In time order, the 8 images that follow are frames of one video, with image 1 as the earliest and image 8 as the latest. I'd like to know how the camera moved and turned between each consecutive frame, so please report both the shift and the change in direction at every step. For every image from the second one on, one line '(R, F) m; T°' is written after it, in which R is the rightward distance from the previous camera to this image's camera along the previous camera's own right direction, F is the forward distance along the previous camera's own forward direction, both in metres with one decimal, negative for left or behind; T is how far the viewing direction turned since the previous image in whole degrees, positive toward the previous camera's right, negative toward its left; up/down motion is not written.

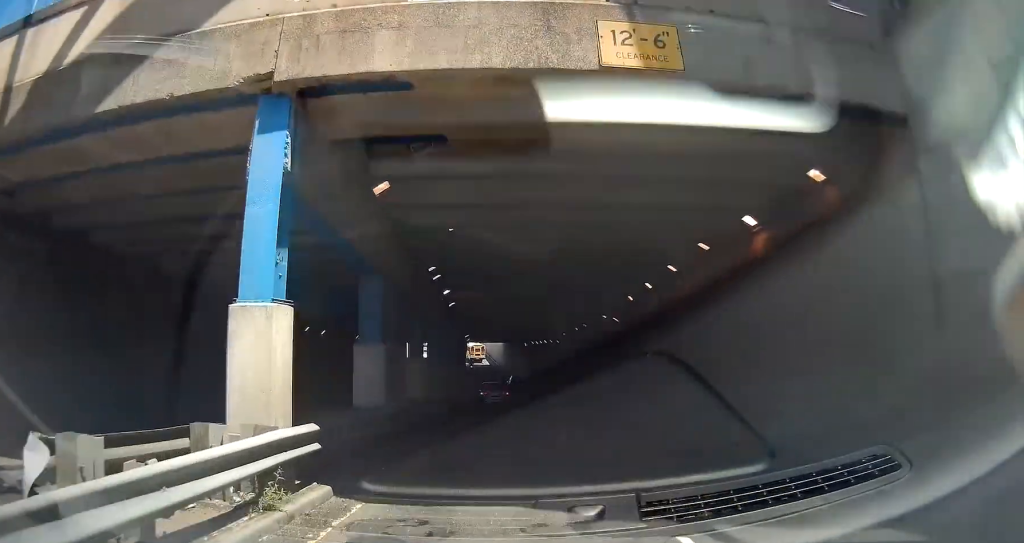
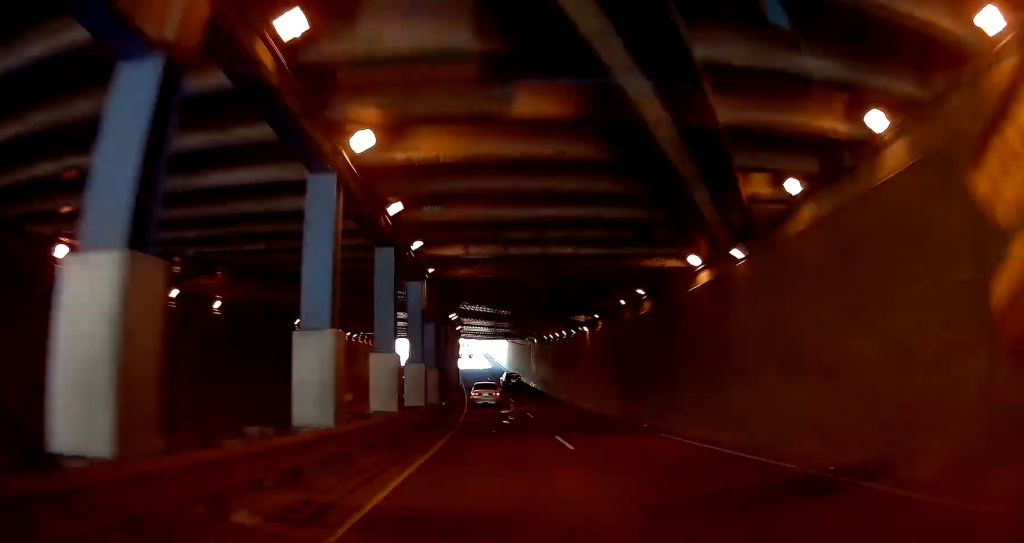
(+0.1, +14.2) m; 0°
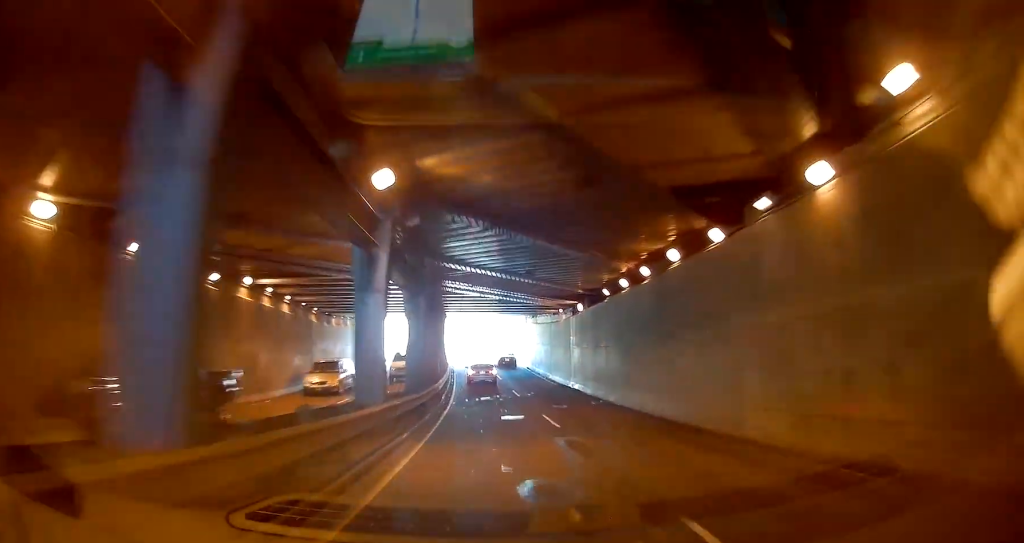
(+0.2, +25.3) m; 0°
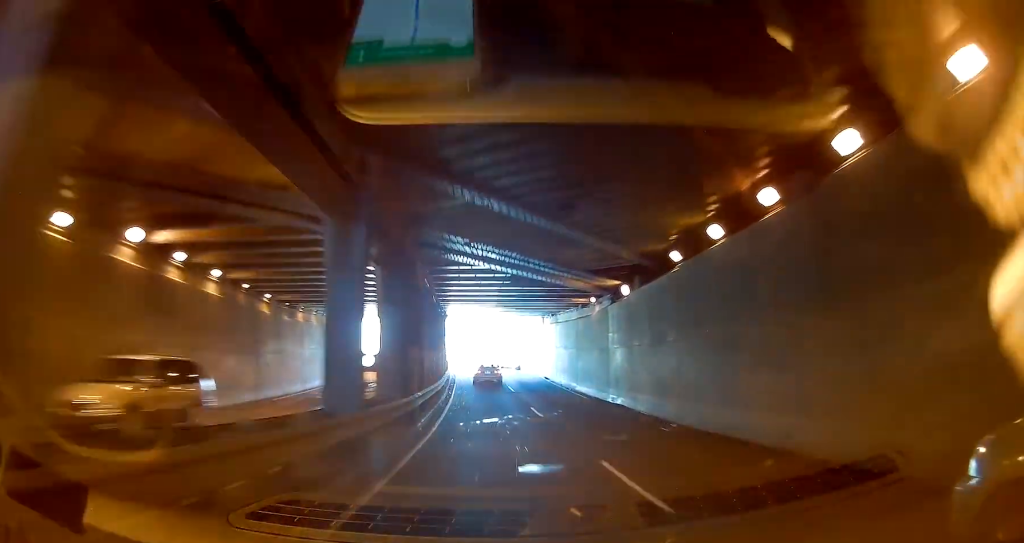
(-0.1, +9.8) m; 0°
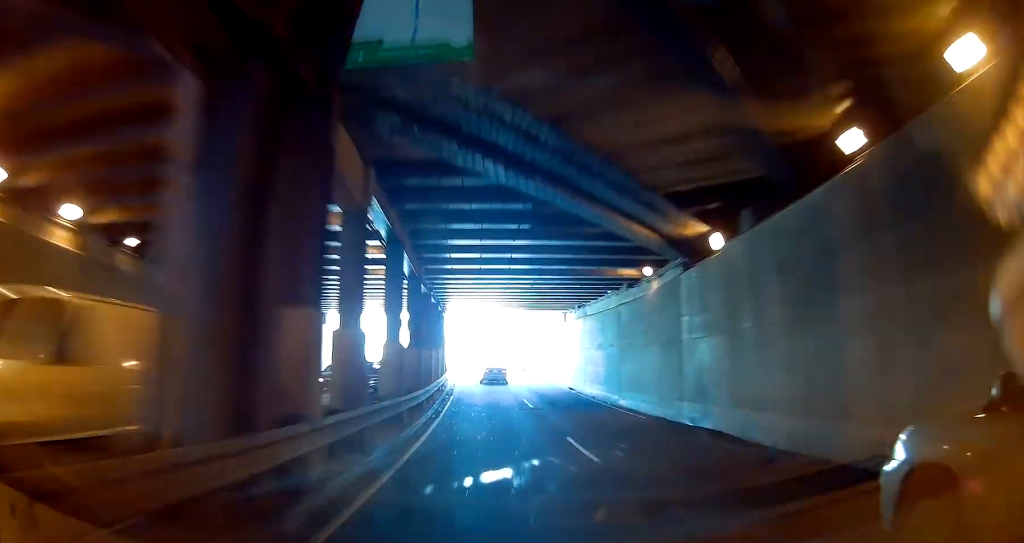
(0.0, +9.7) m; 0°
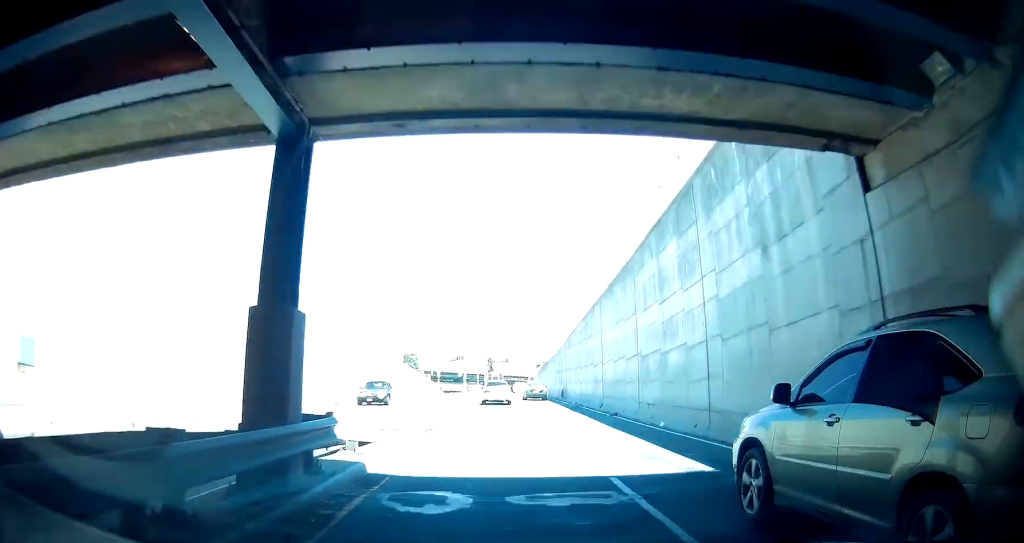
(-0.5, +32.0) m; -4°
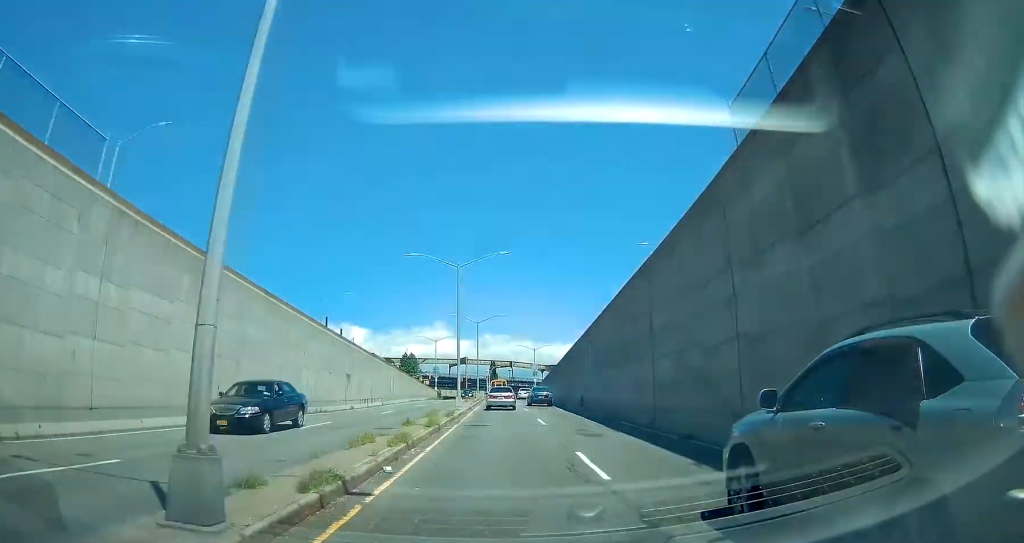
(-0.1, +10.0) m; -3°
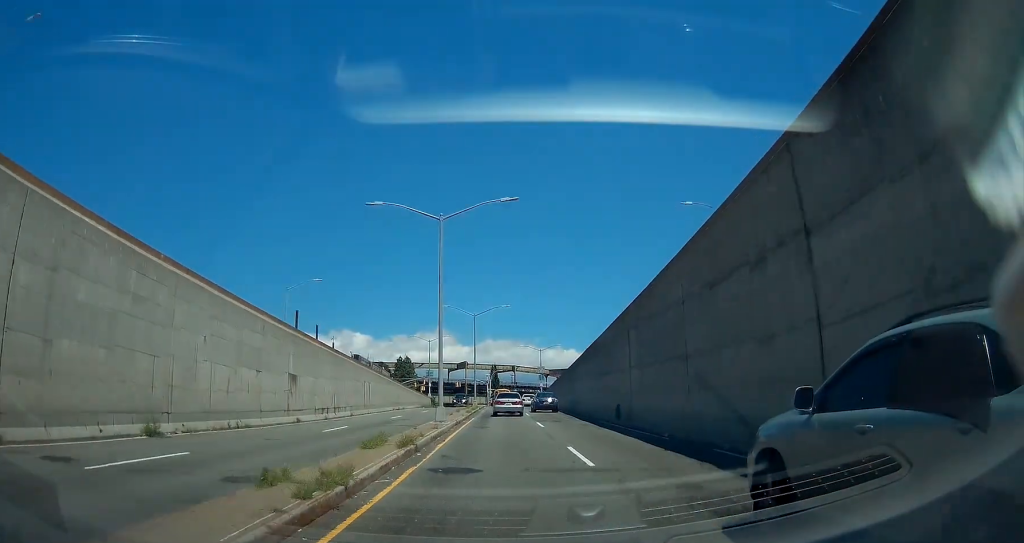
(-0.4, +11.6) m; -2°
